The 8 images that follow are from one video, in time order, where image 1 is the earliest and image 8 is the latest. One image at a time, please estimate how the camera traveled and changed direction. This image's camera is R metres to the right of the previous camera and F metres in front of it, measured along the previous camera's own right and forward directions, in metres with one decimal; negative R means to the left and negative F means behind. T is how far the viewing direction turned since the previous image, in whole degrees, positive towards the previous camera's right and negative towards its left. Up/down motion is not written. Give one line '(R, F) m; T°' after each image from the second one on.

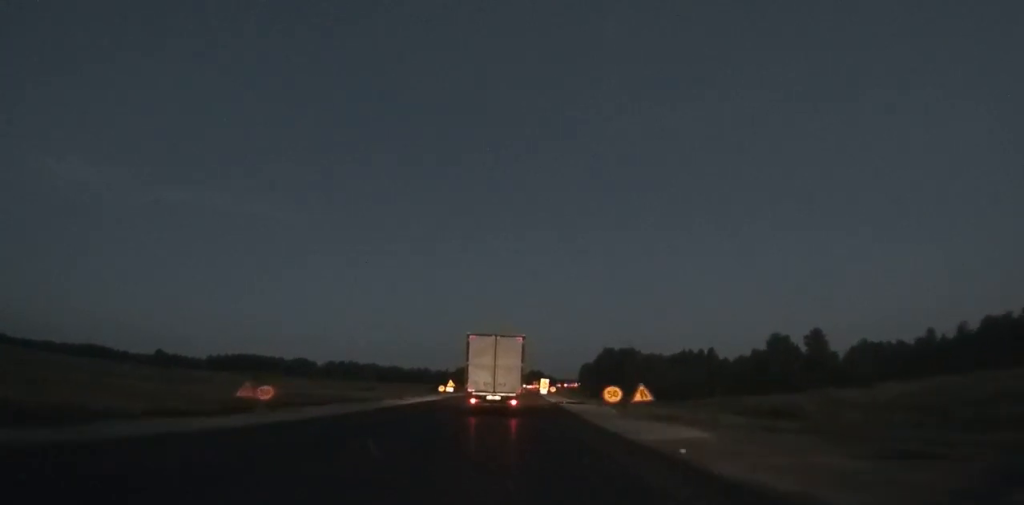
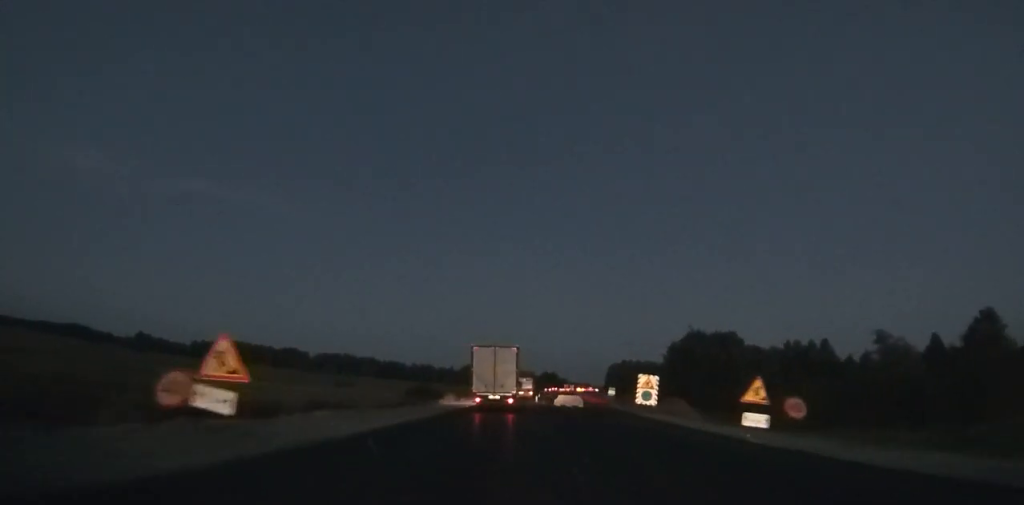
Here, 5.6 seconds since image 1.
(-0.3, +59.3) m; +1°
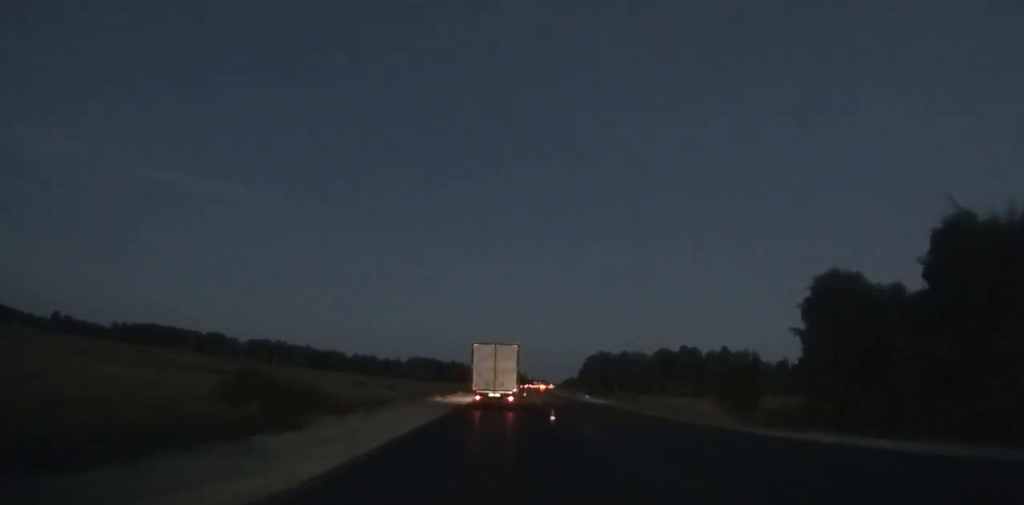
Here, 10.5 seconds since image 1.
(+1.8, +58.1) m; +3°
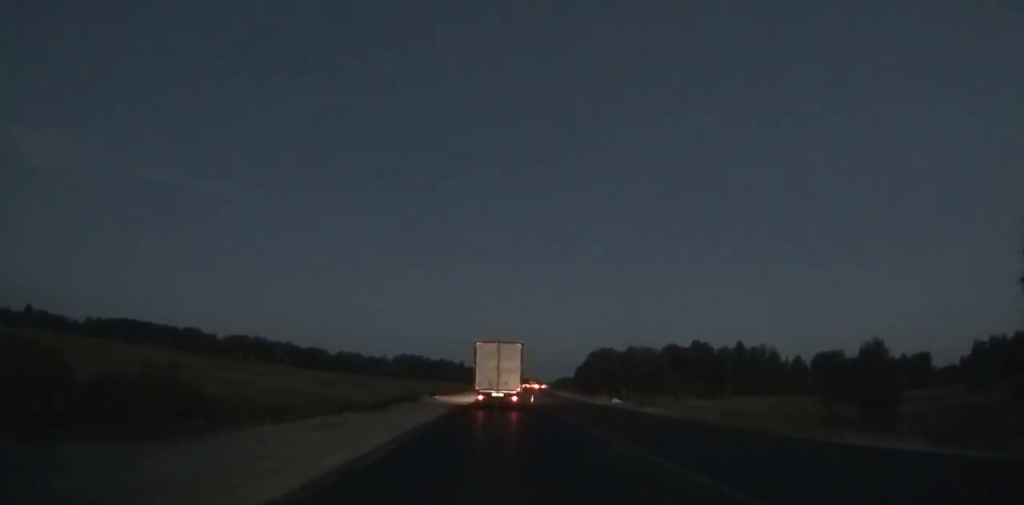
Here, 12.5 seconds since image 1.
(+0.2, +25.0) m; +1°
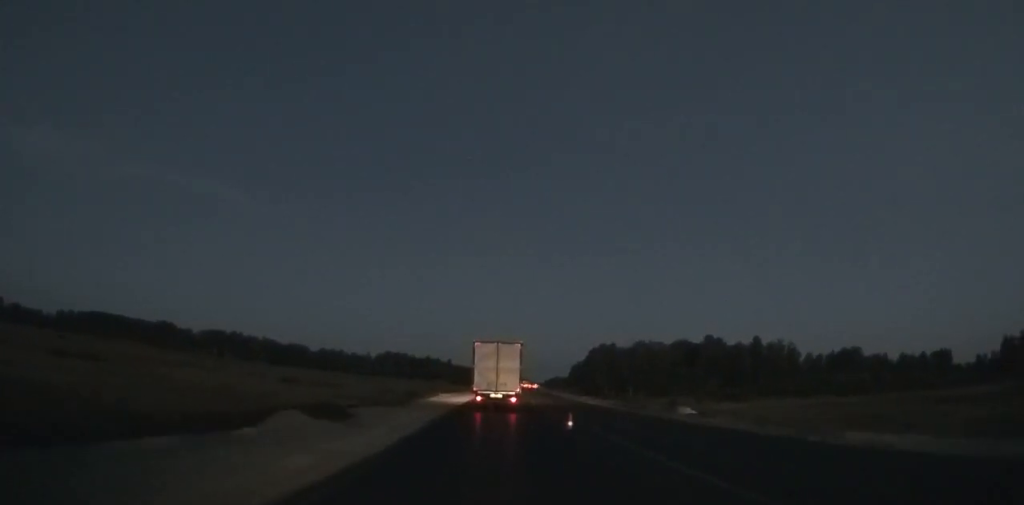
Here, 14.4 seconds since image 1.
(+0.1, +24.3) m; +1°
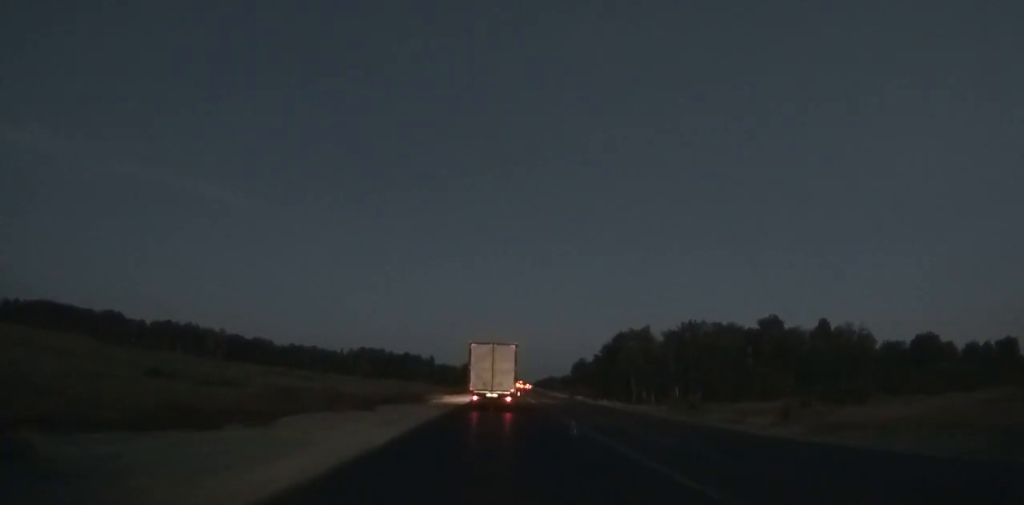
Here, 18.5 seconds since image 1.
(+0.5, +53.2) m; +1°
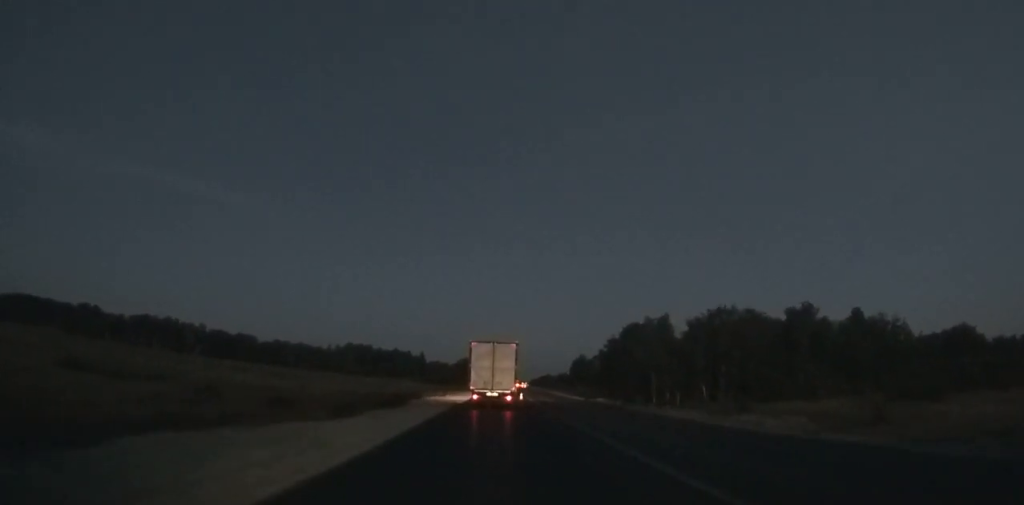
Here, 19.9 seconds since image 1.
(+0.2, +18.5) m; +1°
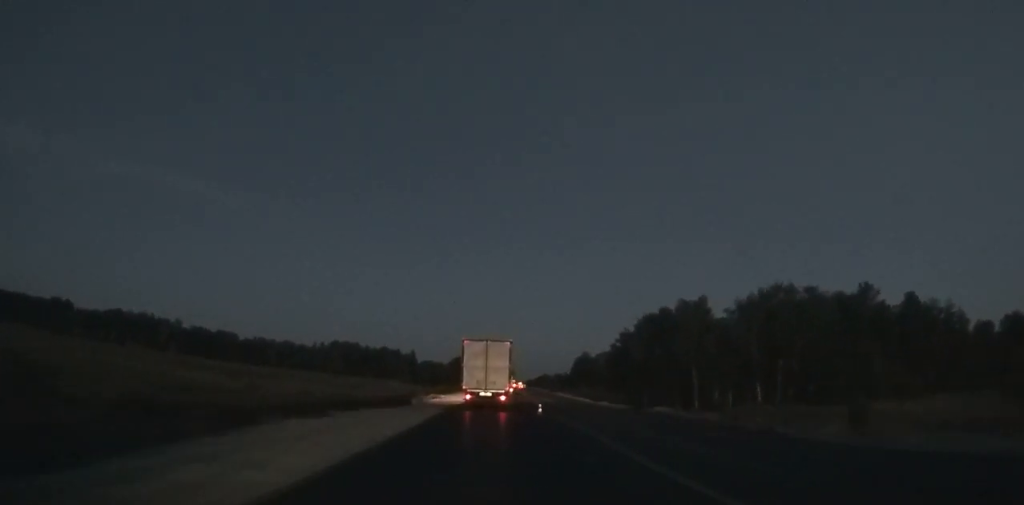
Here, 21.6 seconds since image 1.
(+0.1, +22.6) m; +1°
